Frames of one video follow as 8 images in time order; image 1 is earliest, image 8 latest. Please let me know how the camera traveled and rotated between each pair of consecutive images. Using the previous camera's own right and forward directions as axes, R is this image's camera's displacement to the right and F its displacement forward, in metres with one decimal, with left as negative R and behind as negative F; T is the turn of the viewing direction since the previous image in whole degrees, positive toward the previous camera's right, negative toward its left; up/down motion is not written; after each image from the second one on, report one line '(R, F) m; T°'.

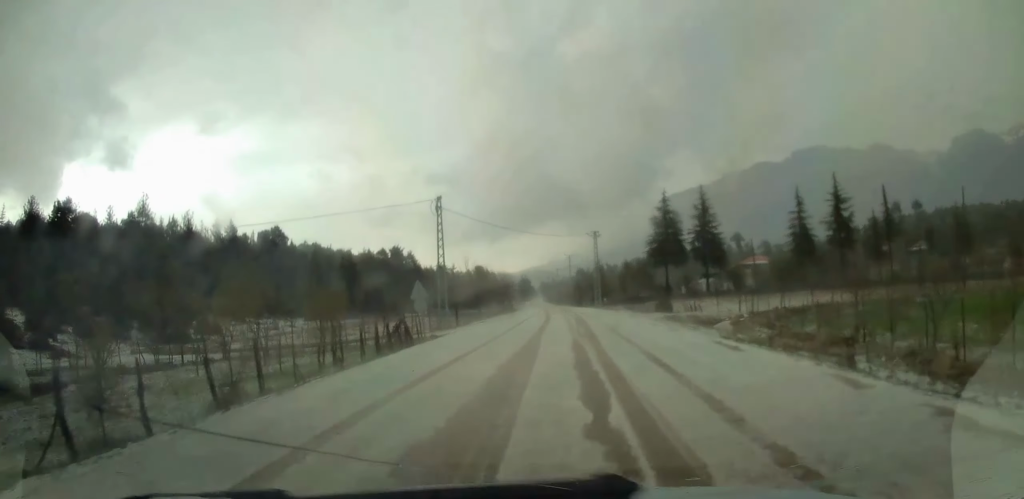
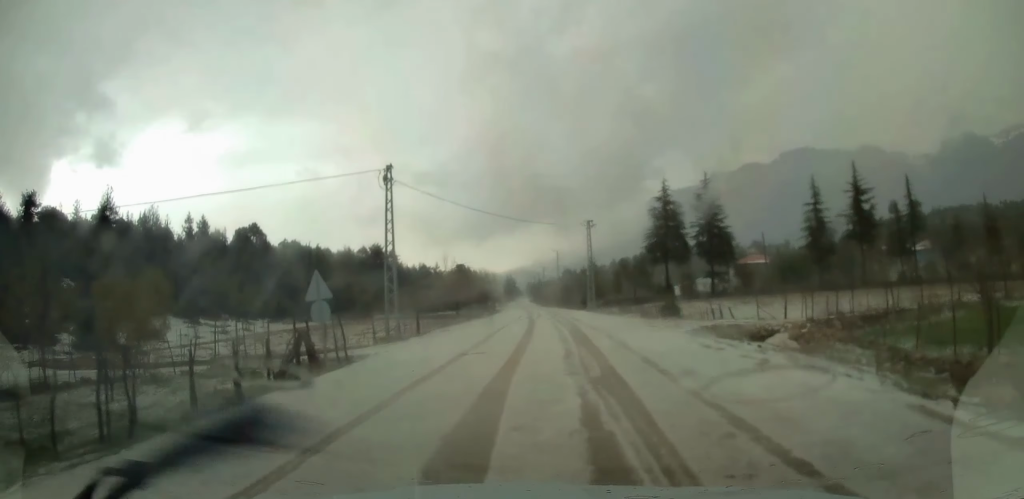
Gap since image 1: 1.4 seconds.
(+0.1, +10.2) m; +2°
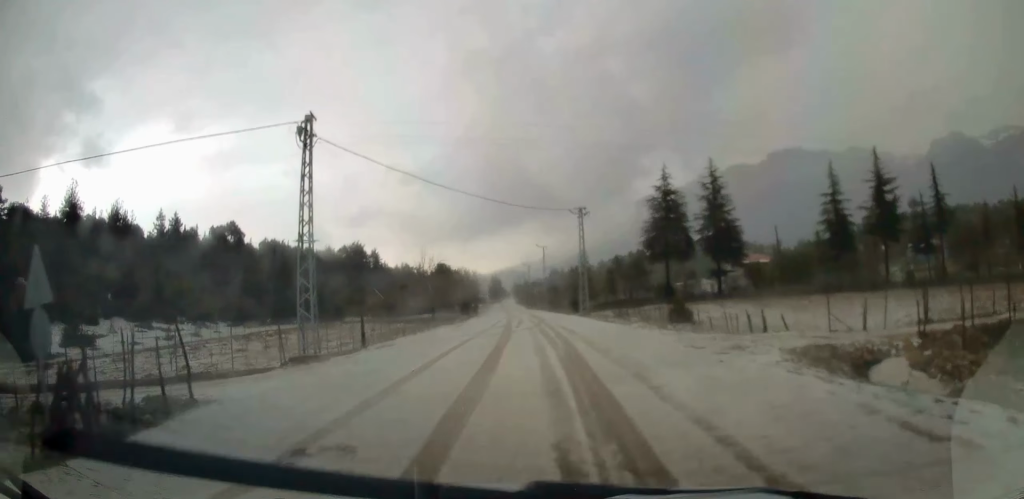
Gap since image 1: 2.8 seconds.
(+0.2, +9.4) m; +2°
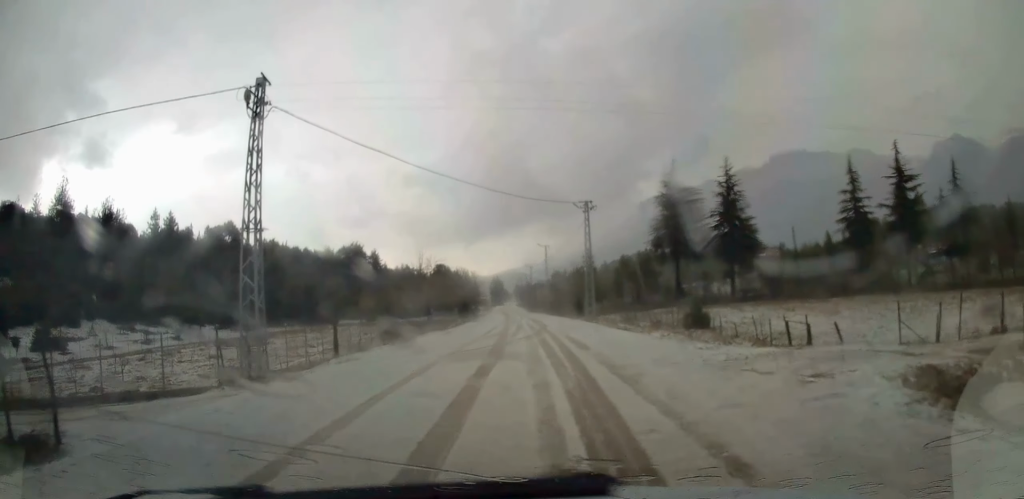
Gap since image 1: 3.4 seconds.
(0.0, +4.5) m; 0°
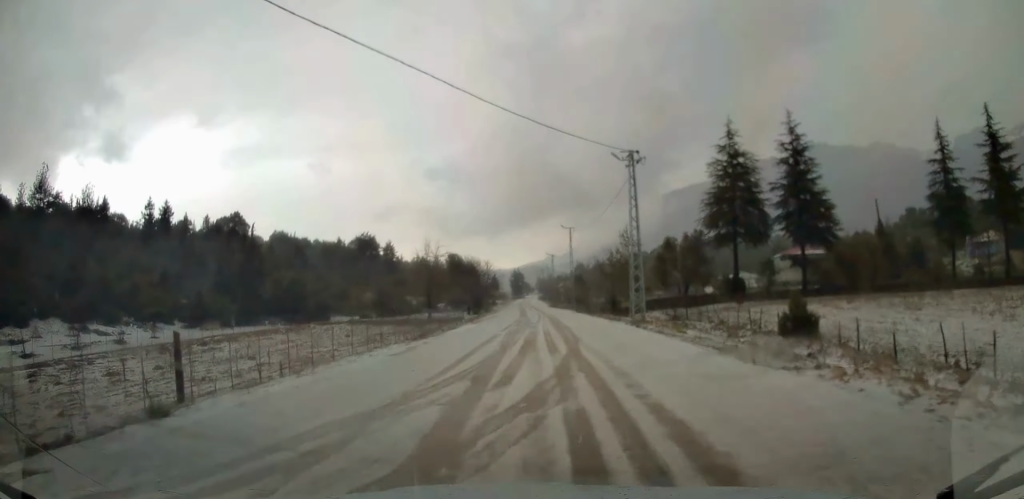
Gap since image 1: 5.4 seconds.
(-0.2, +13.7) m; -2°
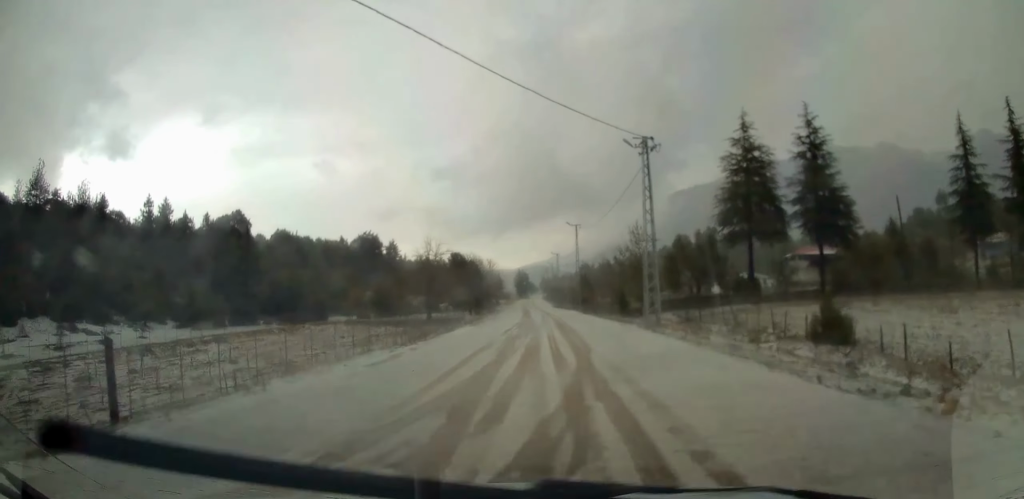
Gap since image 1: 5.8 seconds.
(0.0, +2.7) m; 0°
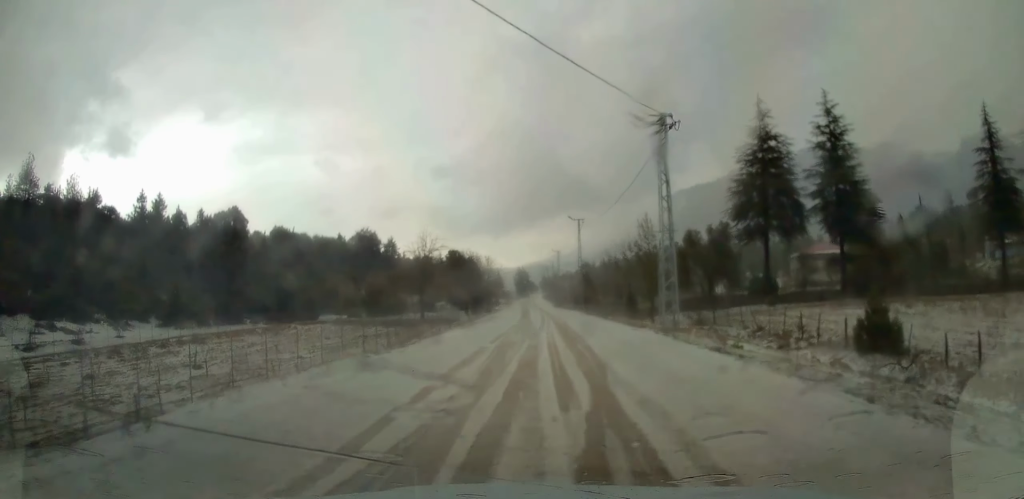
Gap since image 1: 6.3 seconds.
(0.0, +3.6) m; 0°
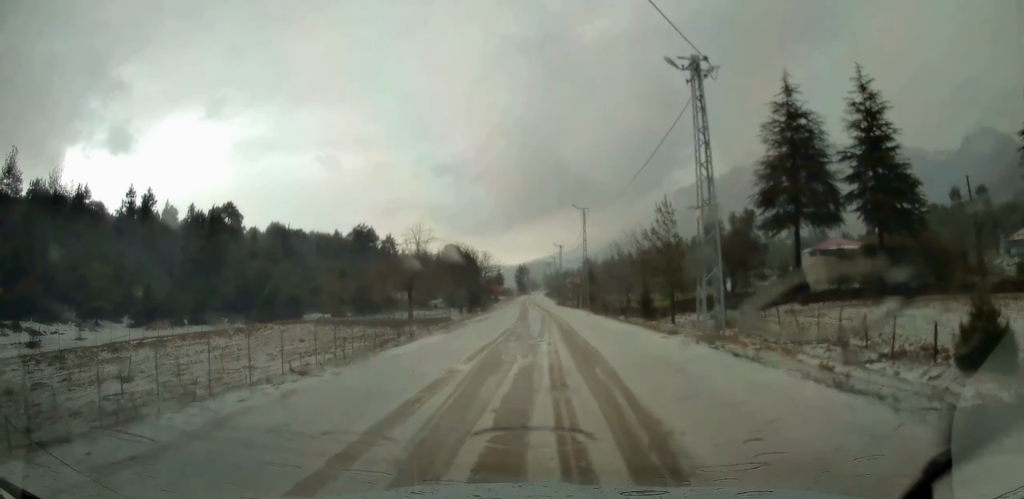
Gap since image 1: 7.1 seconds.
(0.0, +5.7) m; 0°
